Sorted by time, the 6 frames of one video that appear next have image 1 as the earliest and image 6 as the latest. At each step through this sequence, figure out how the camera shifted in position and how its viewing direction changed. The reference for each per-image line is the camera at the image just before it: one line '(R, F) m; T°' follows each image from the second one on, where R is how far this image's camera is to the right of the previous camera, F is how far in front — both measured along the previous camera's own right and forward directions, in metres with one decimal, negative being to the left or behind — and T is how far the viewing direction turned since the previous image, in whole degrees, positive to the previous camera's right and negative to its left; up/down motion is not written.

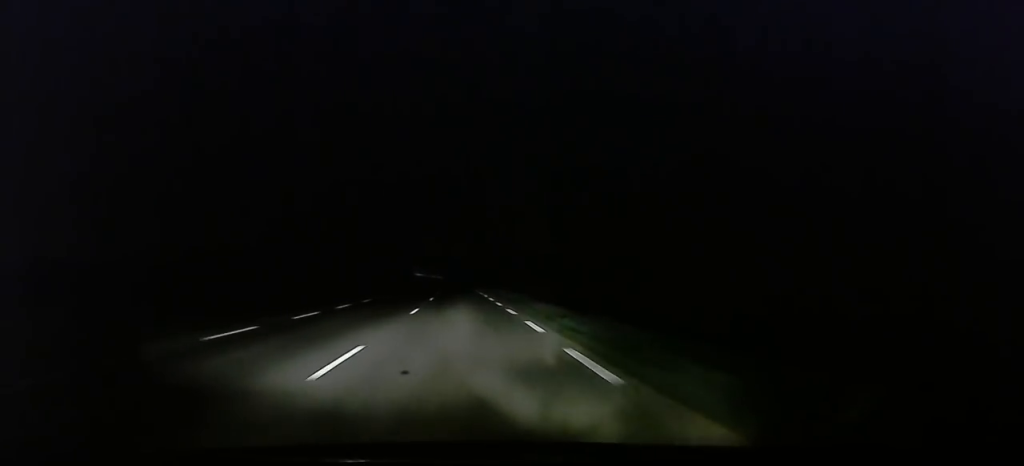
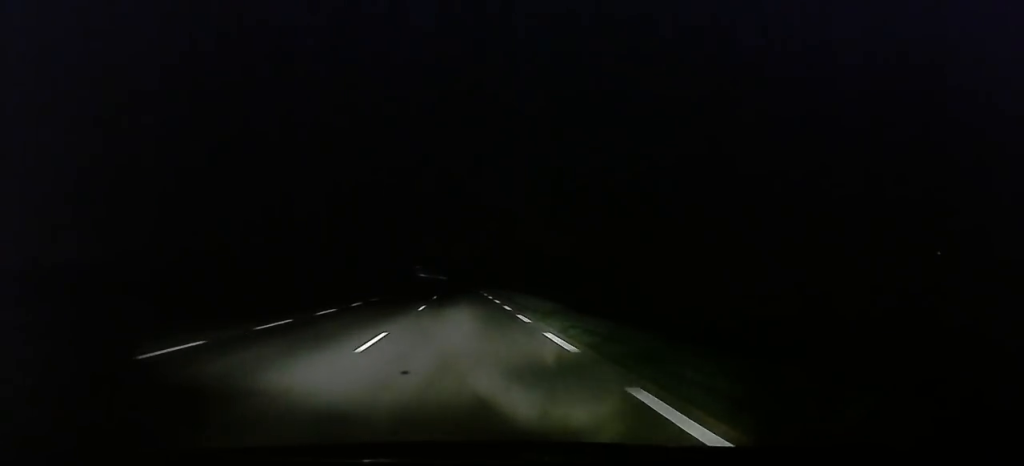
(0.0, +10.5) m; 0°
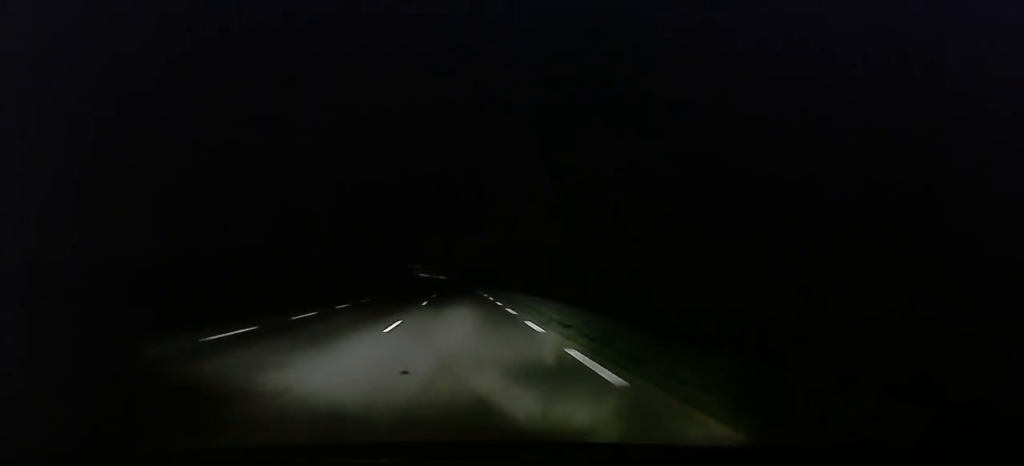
(0.0, +9.7) m; 0°
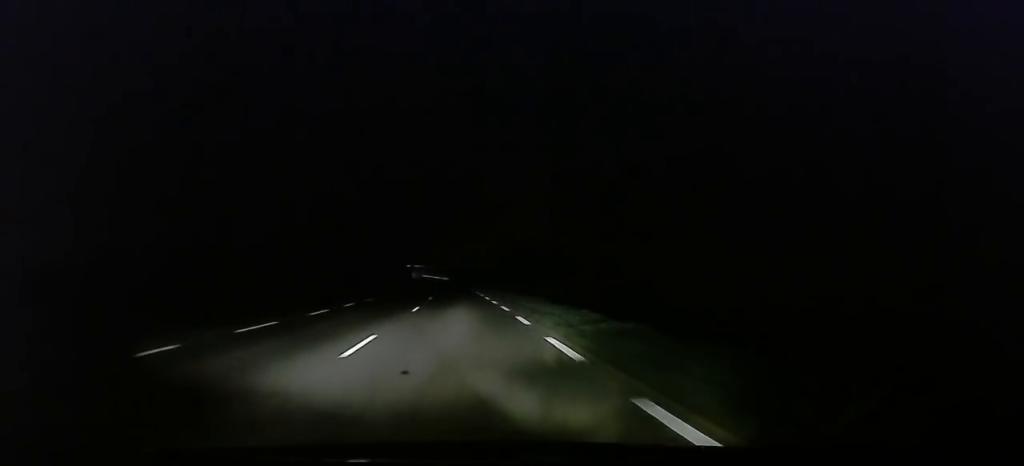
(0.0, +17.6) m; 0°
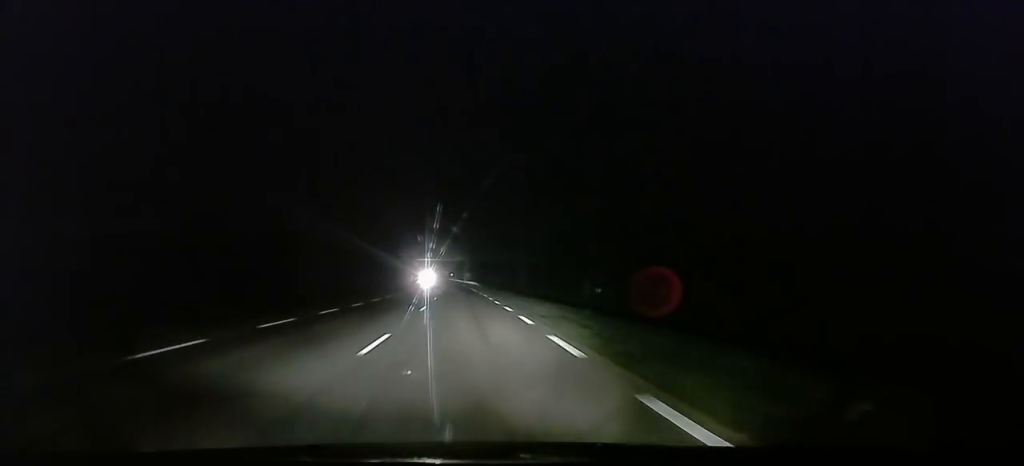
(-3.1, +90.4) m; -3°
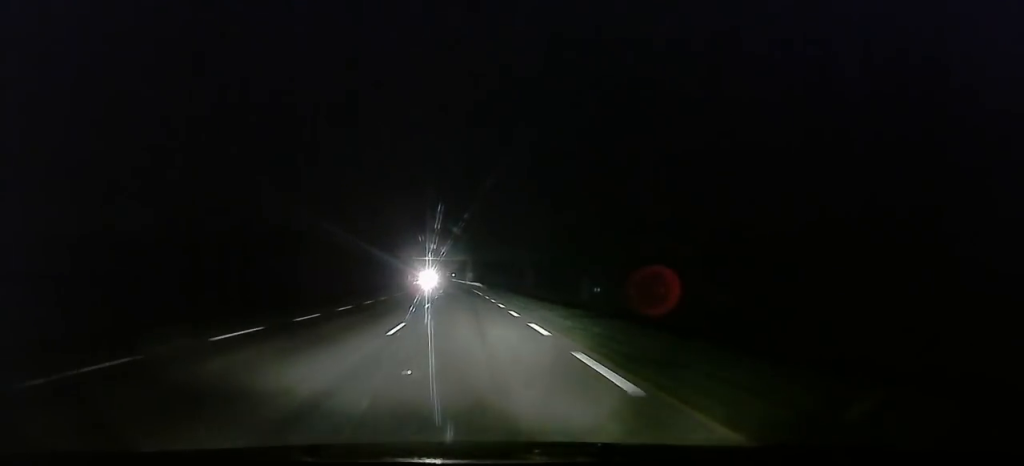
(-0.1, +9.7) m; -1°
